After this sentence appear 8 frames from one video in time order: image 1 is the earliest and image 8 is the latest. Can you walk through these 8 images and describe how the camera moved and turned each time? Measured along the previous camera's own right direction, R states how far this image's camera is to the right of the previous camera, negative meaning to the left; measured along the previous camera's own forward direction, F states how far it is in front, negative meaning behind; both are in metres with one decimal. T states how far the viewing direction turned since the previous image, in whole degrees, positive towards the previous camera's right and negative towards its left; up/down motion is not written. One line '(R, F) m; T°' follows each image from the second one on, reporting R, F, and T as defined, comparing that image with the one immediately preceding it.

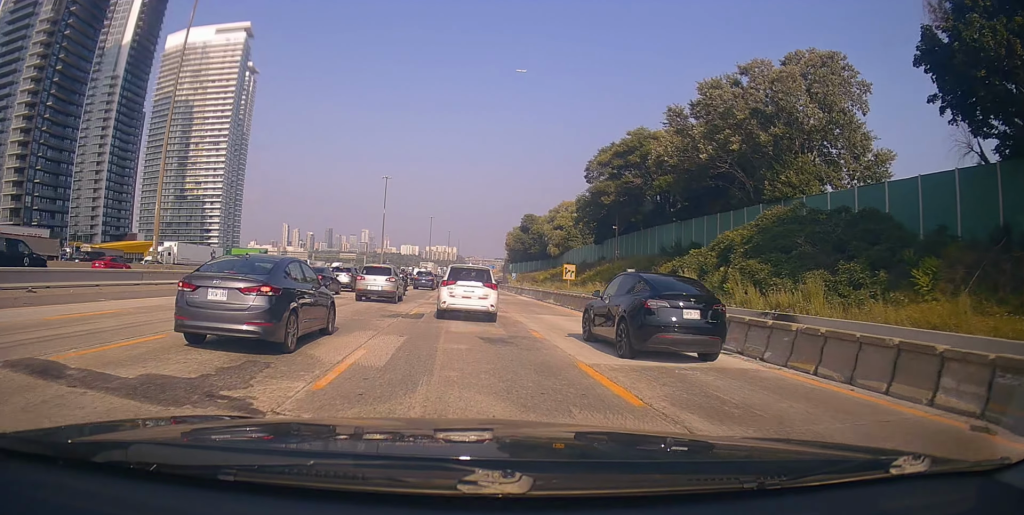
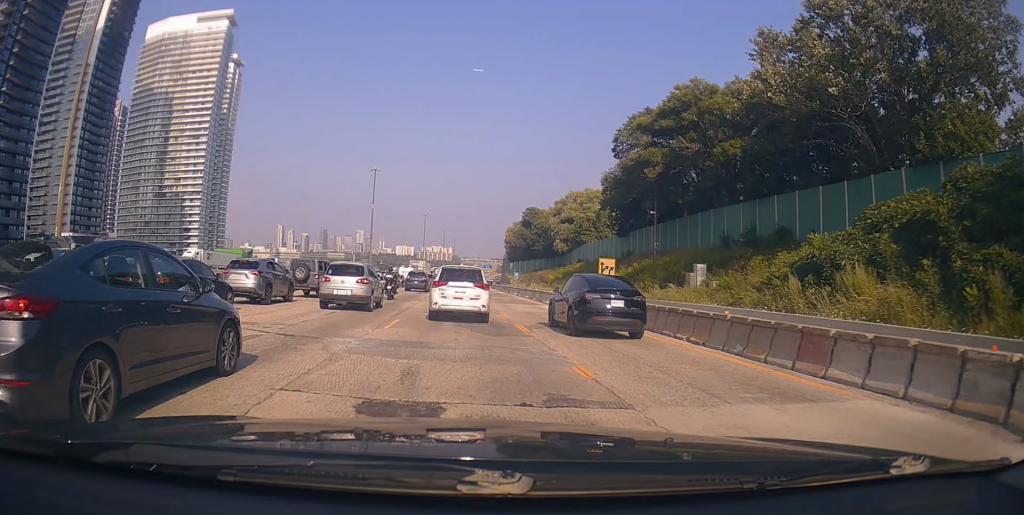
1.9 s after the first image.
(+1.0, +16.7) m; -2°
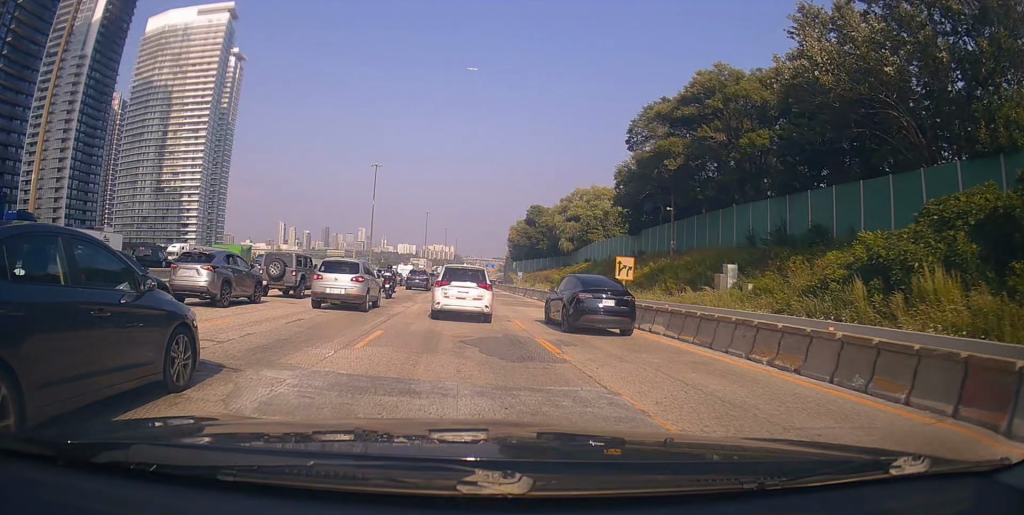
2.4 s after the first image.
(-0.1, +4.1) m; -1°
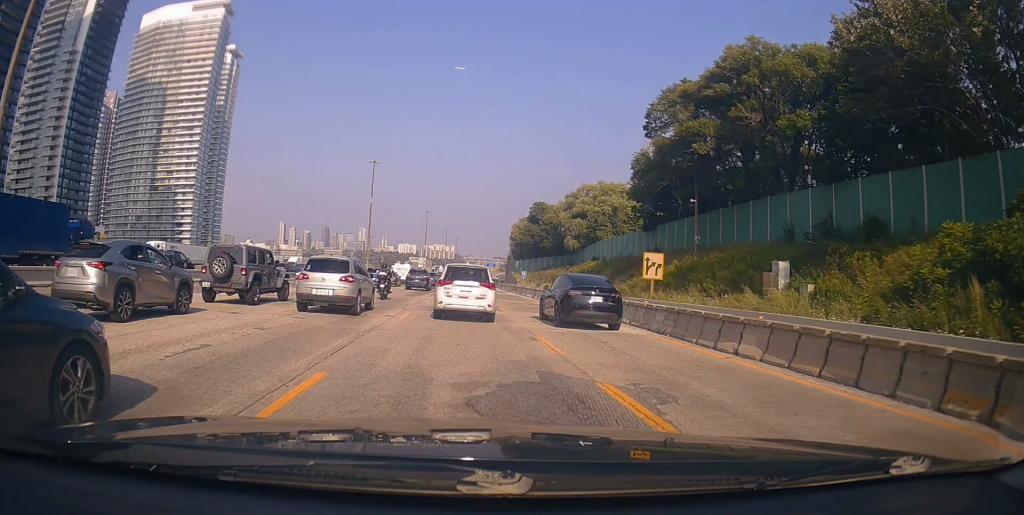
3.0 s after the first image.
(-0.3, +5.6) m; 0°
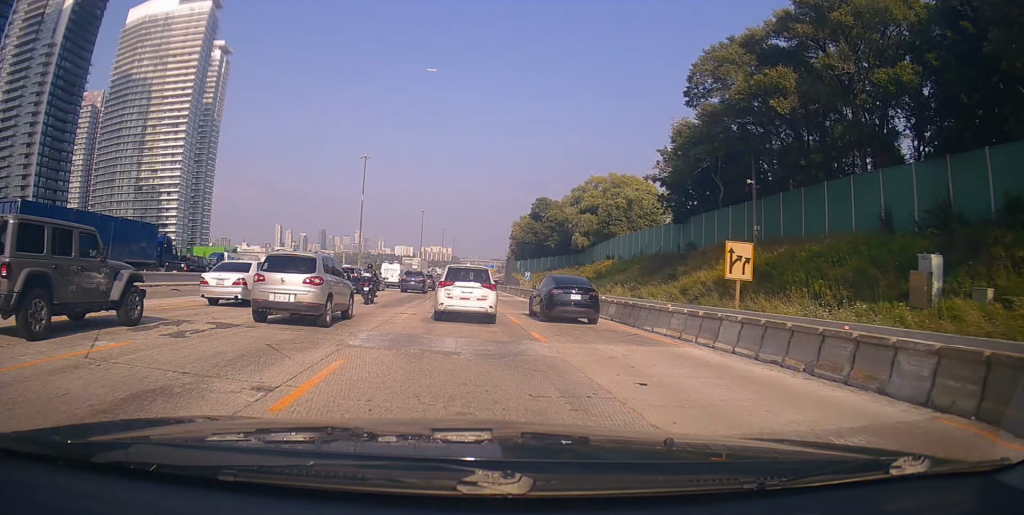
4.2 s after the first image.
(+0.6, +11.0) m; +3°
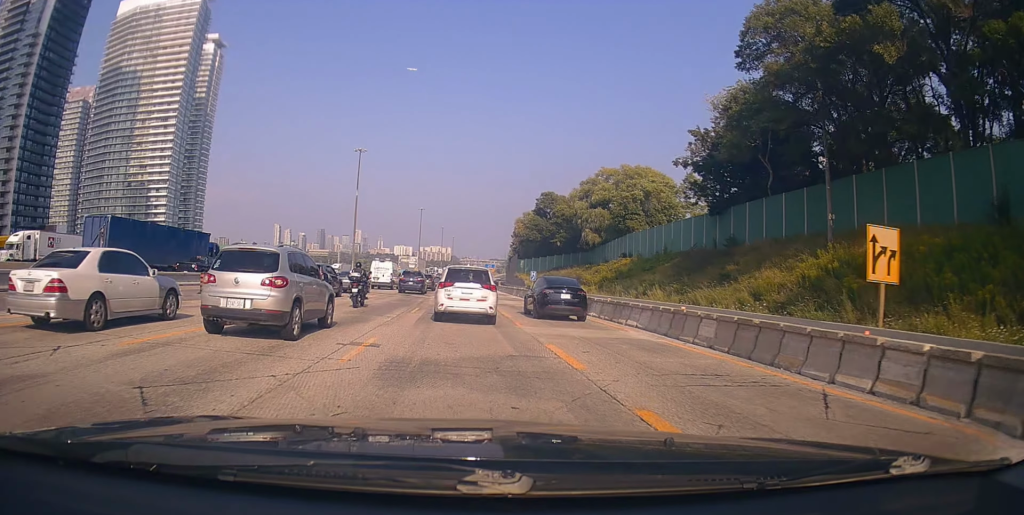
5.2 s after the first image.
(-0.1, +8.8) m; 0°
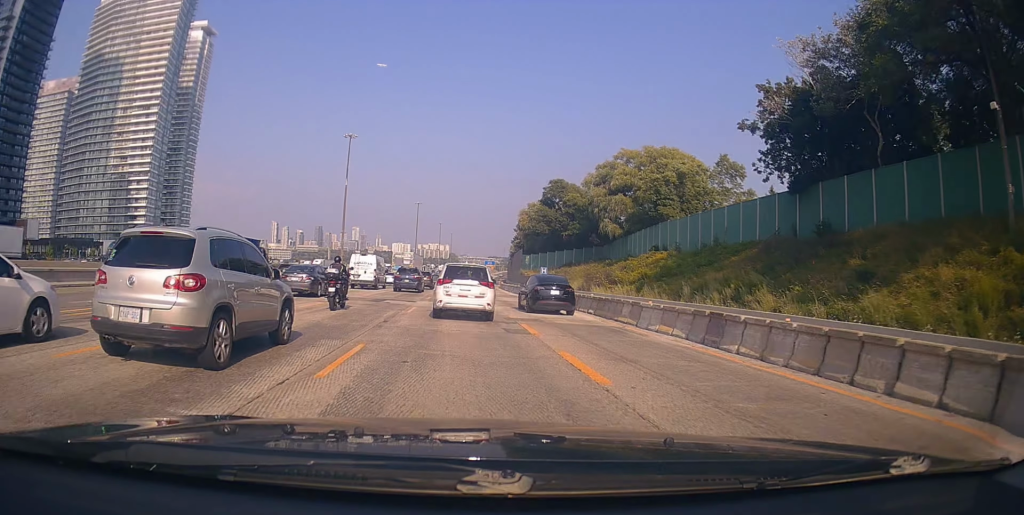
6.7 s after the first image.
(+0.1, +13.2) m; 0°
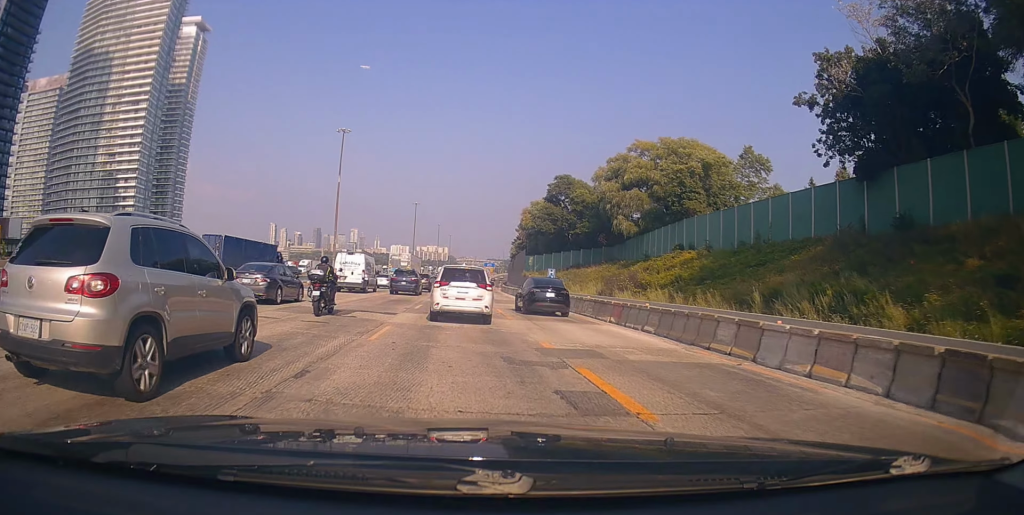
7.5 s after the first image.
(0.0, +7.8) m; 0°
